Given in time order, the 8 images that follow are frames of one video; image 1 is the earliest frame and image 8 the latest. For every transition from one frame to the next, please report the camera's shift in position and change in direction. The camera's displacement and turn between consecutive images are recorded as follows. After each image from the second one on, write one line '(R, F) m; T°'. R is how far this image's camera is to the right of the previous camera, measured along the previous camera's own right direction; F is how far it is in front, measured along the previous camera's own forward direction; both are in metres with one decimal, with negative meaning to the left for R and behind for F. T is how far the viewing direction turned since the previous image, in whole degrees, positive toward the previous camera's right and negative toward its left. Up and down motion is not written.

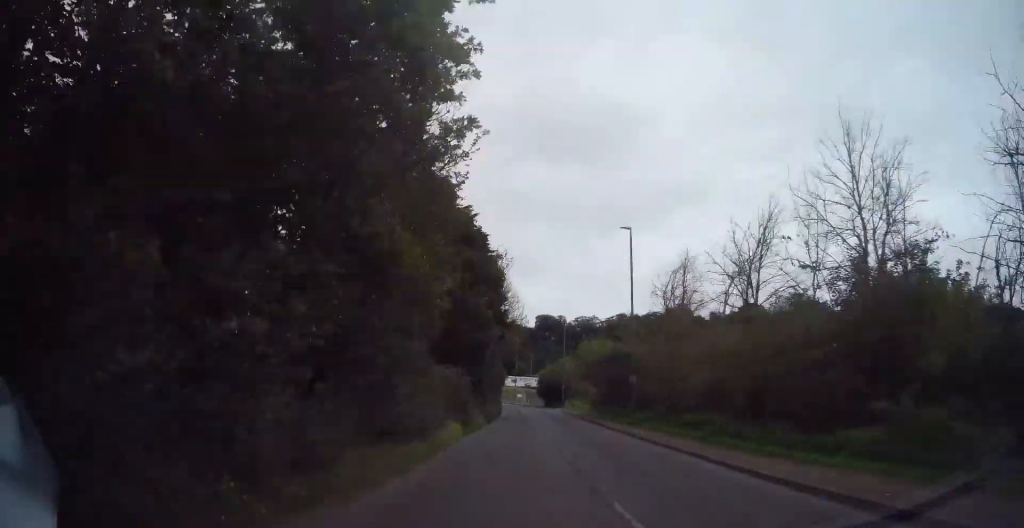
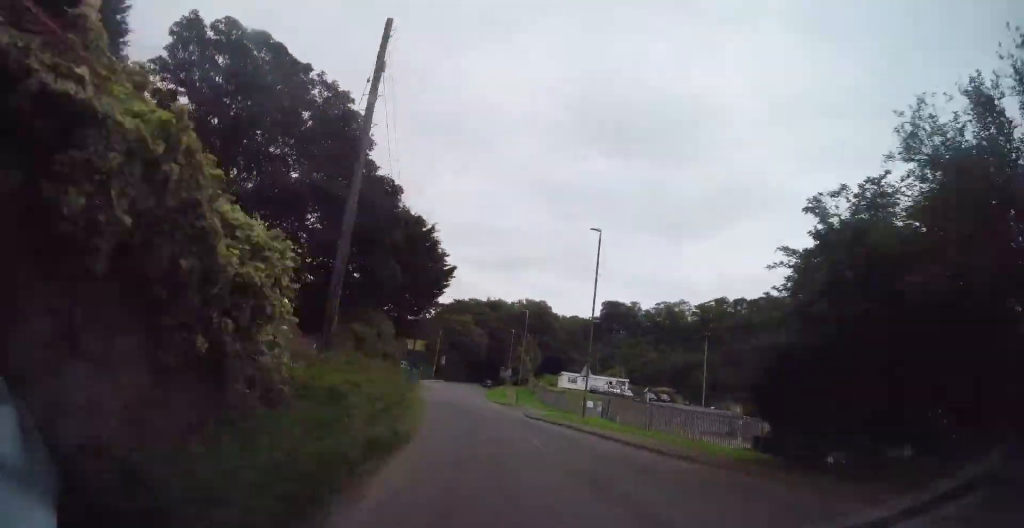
(-1.8, +54.3) m; -8°
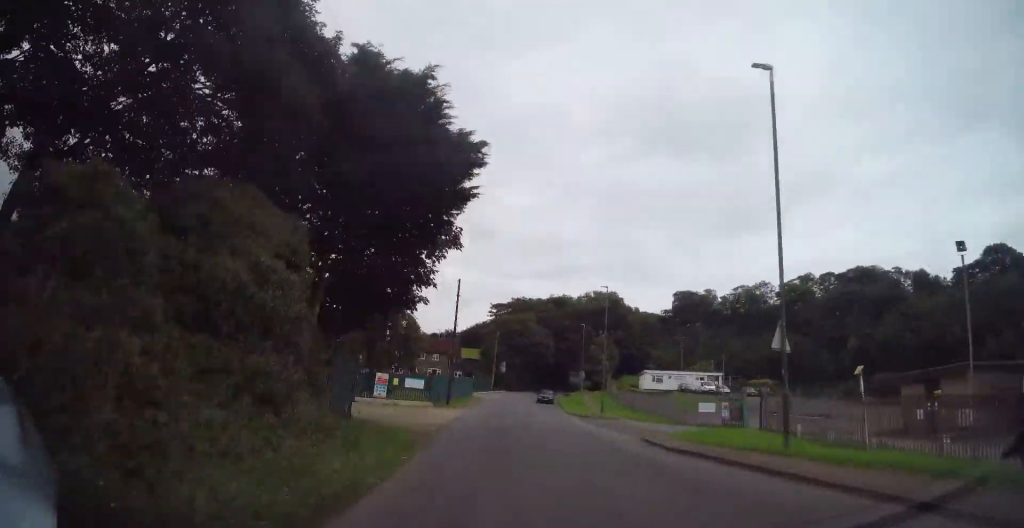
(-0.8, +15.5) m; -2°
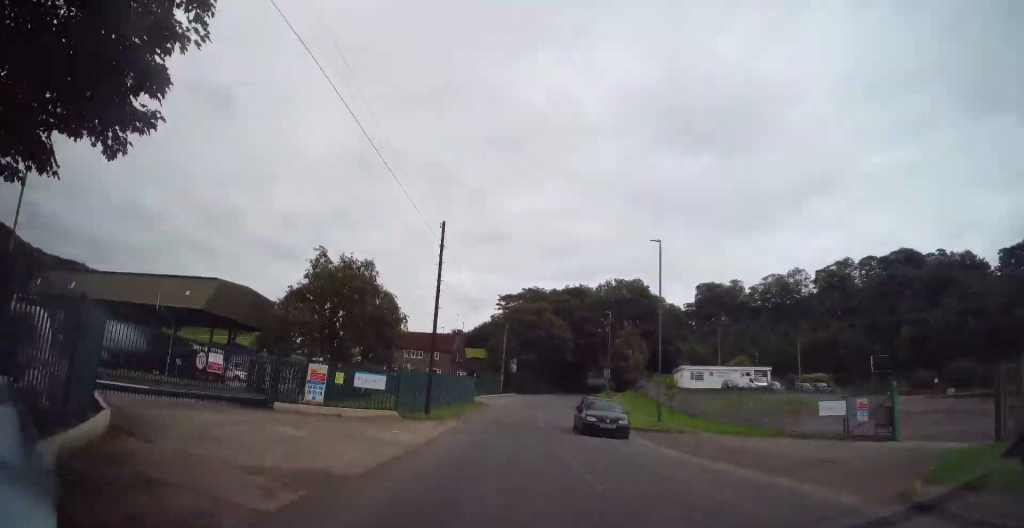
(-0.9, +14.3) m; -1°
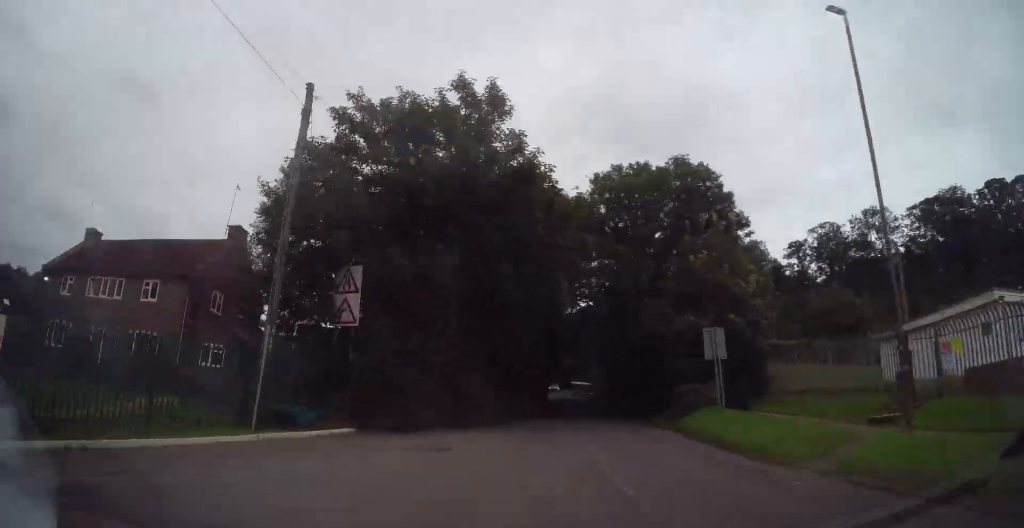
(+3.4, +53.1) m; +7°
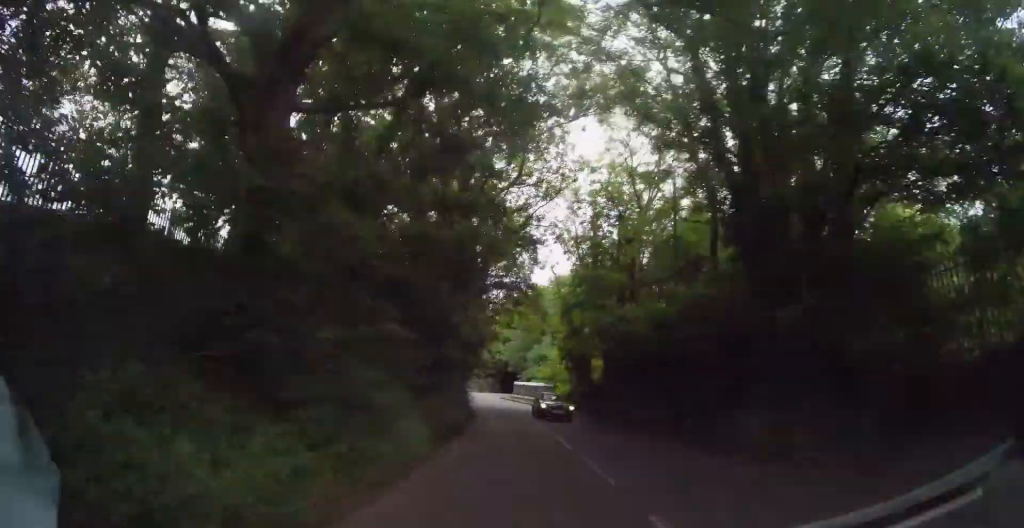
(+0.3, +27.3) m; +3°
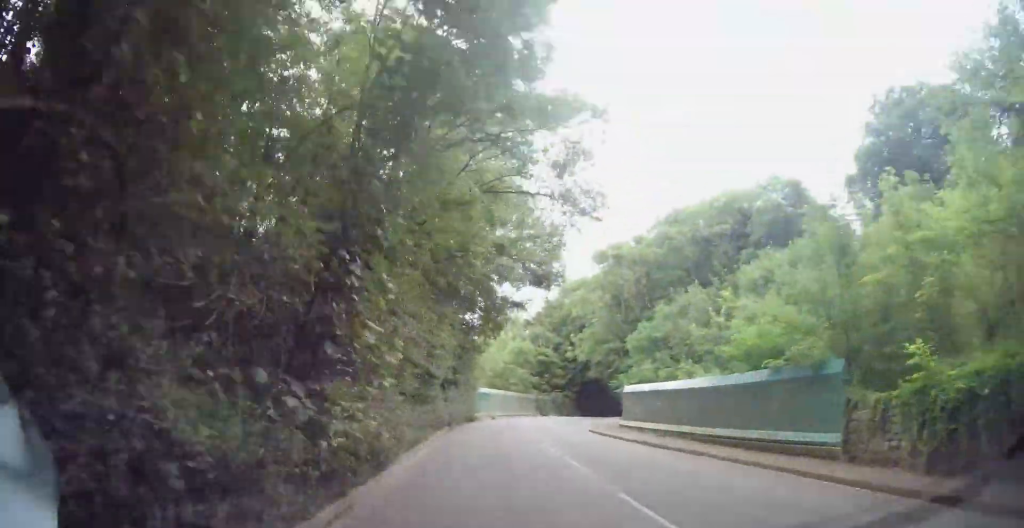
(+2.0, +39.2) m; 0°
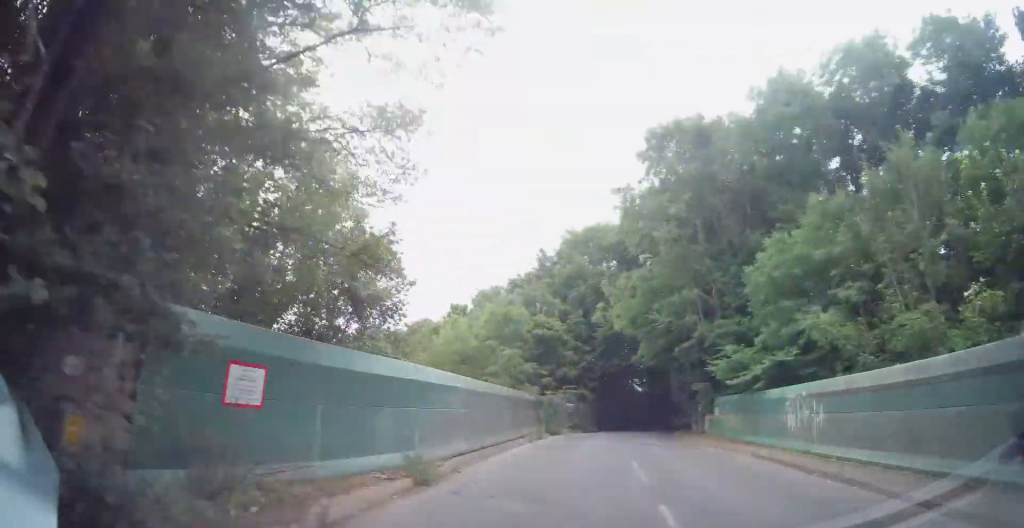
(-2.3, +25.2) m; +4°
